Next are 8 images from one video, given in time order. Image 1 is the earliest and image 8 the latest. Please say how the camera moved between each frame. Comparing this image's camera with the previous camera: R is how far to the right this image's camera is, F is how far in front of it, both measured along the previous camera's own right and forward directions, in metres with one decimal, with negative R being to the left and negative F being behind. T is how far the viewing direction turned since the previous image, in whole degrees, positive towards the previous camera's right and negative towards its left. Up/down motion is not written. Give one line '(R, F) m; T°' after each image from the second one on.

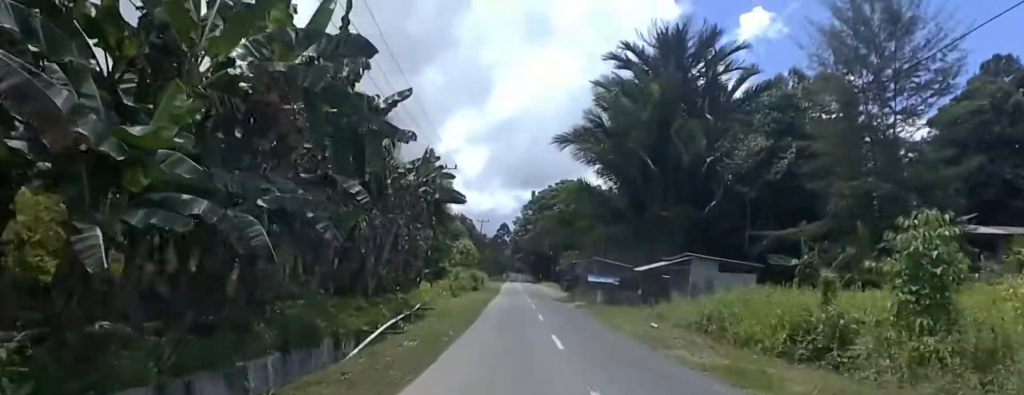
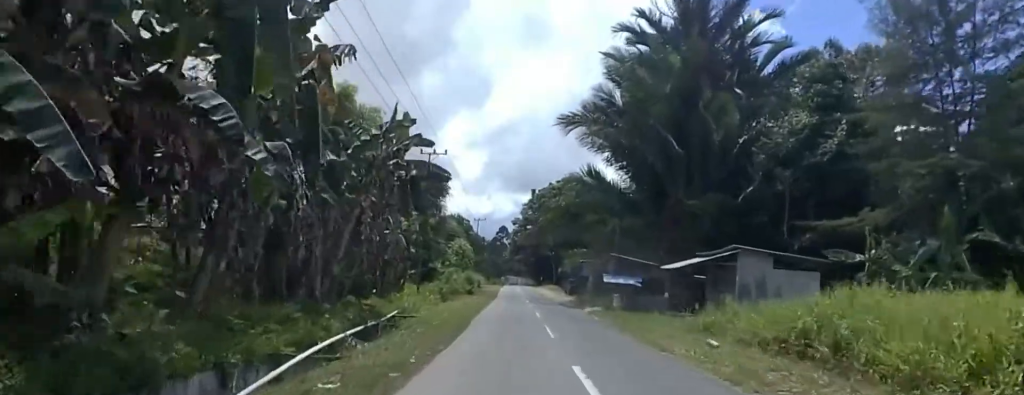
(-0.9, +6.1) m; -5°
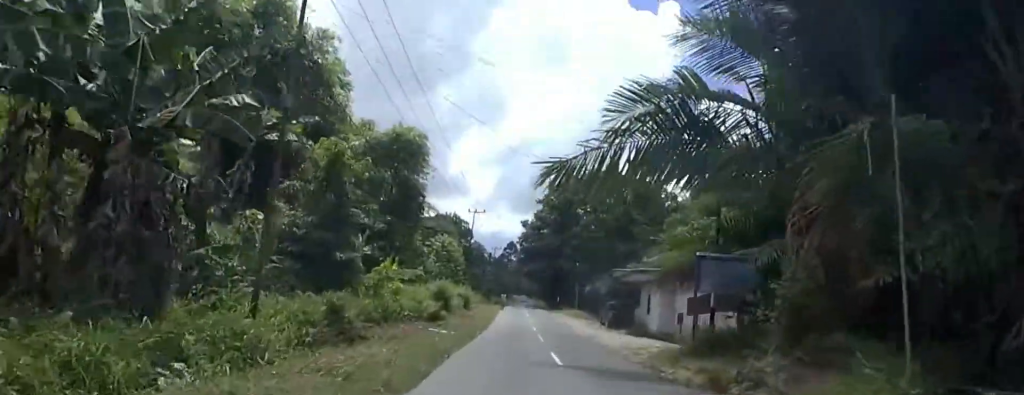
(+0.1, +26.5) m; +1°
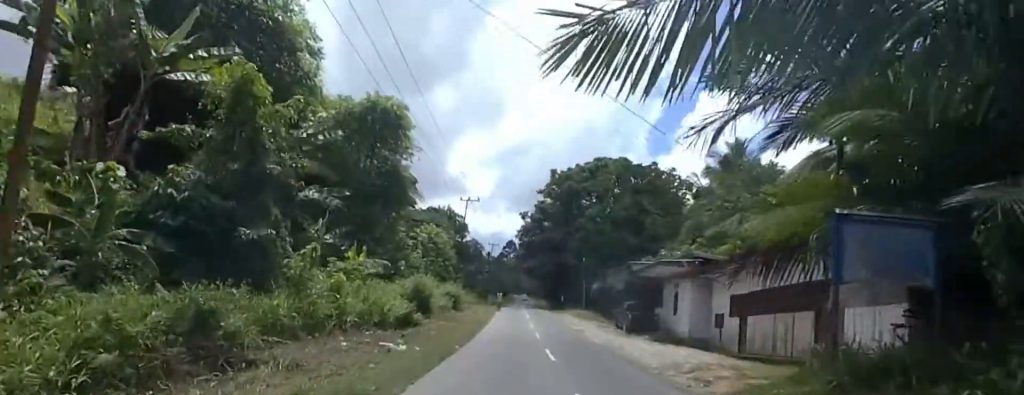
(-0.4, +7.5) m; -1°
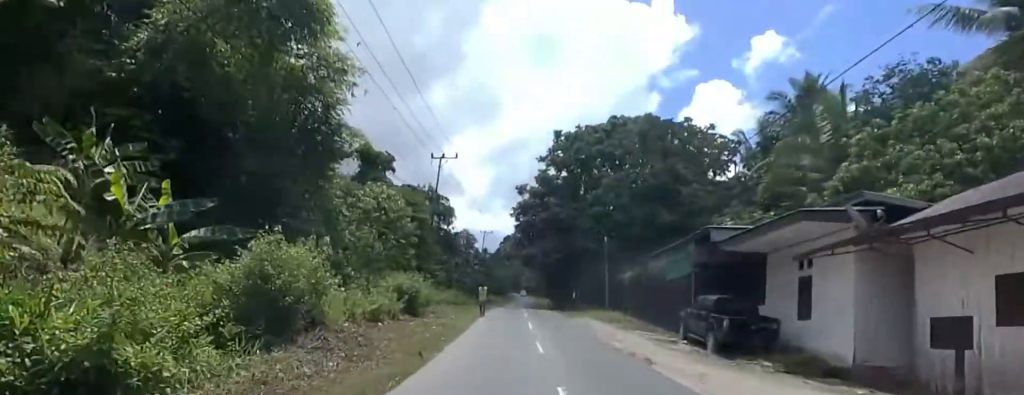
(0.0, +16.2) m; -1°
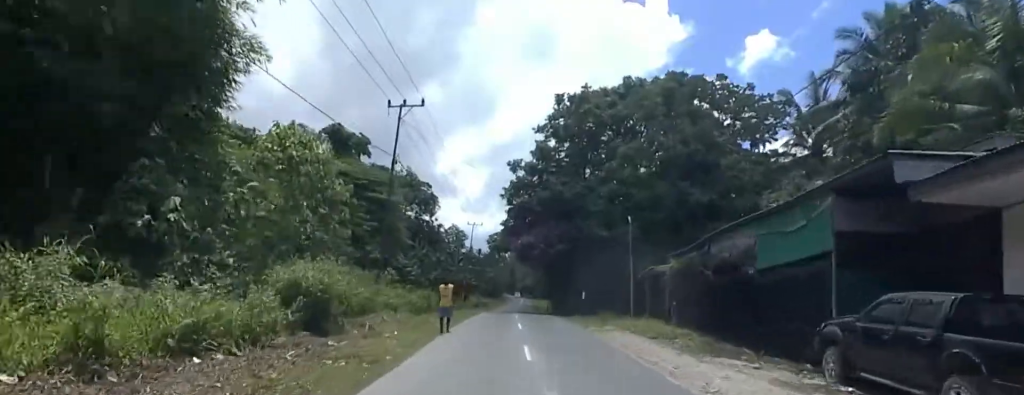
(-0.4, +10.6) m; 0°
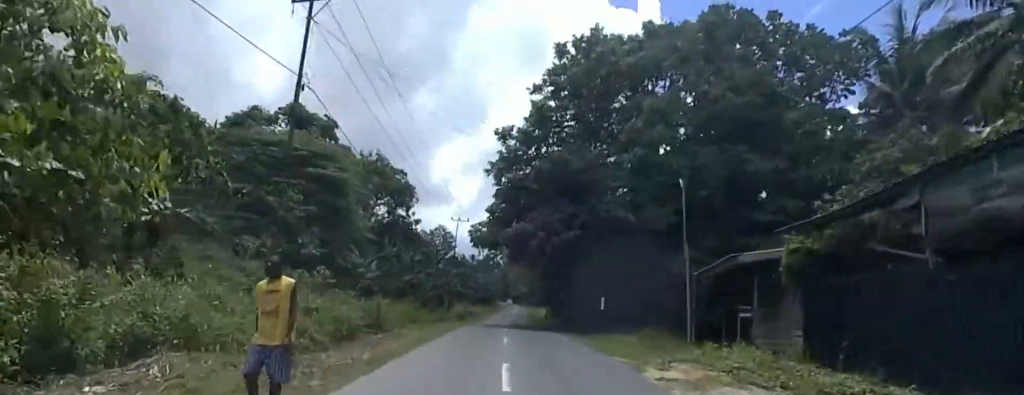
(+0.3, +10.6) m; 0°
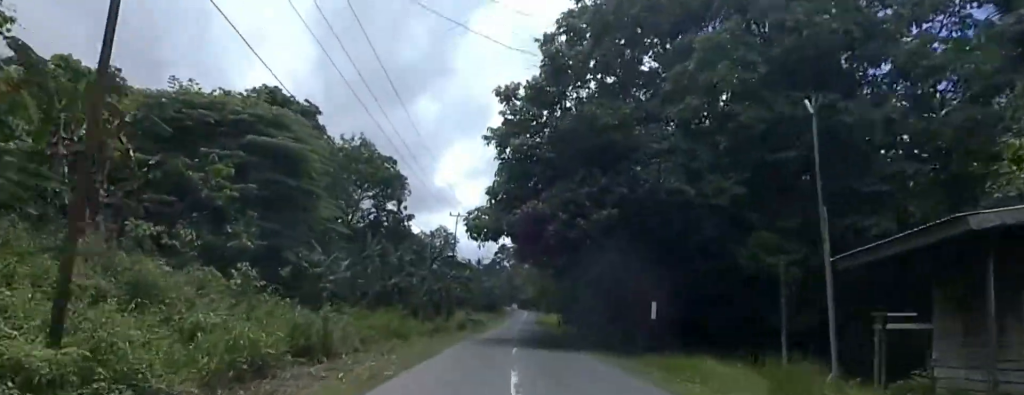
(-0.1, +7.6) m; 0°
